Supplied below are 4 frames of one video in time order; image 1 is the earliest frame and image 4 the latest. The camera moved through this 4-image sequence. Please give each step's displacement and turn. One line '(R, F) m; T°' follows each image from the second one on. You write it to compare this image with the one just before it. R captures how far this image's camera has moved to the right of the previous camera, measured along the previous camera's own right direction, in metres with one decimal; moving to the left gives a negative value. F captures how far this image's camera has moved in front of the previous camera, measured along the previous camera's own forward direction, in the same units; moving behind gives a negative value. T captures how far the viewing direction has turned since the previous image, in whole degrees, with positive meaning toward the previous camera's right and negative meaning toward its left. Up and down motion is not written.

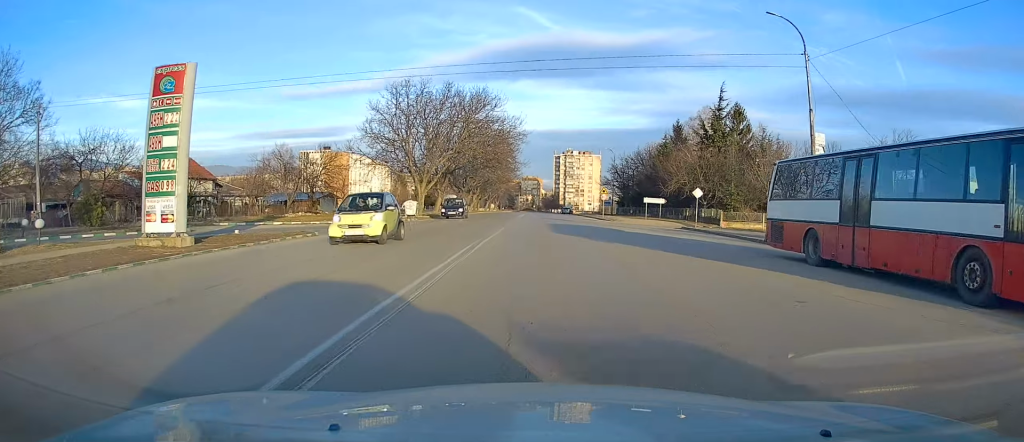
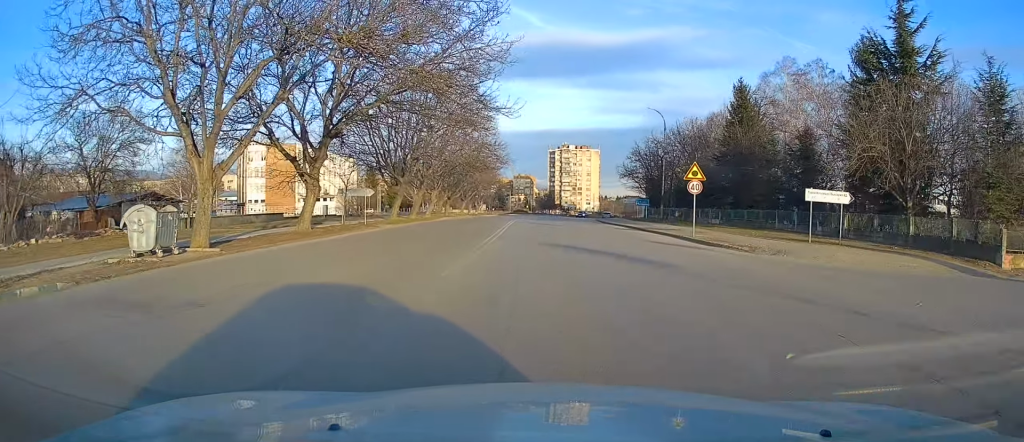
(0.0, +34.5) m; 0°
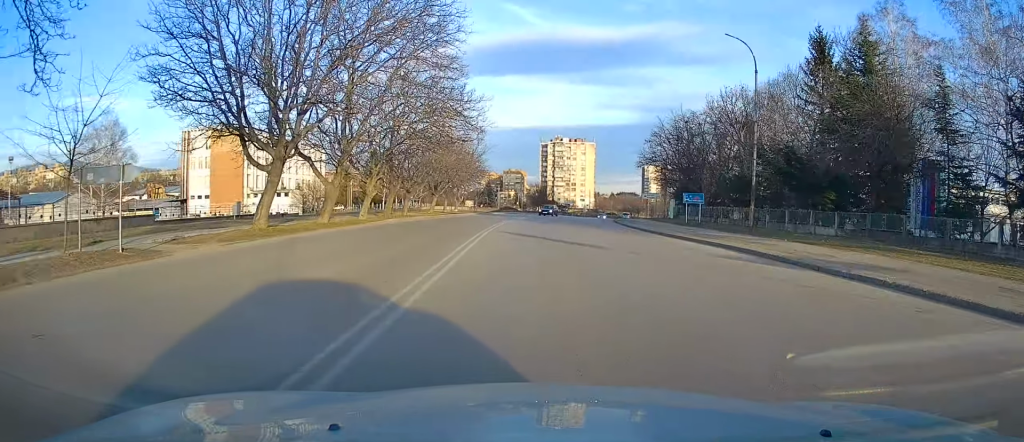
(0.0, +21.5) m; +1°
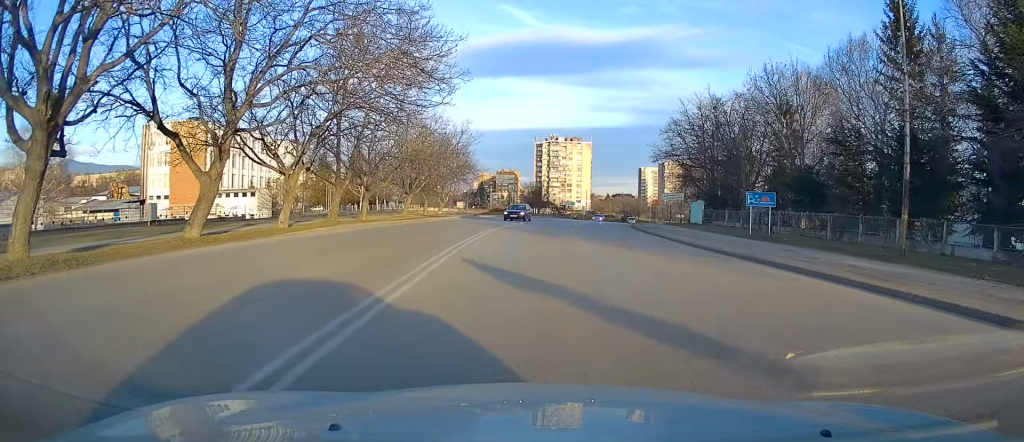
(+0.2, +12.3) m; +1°
